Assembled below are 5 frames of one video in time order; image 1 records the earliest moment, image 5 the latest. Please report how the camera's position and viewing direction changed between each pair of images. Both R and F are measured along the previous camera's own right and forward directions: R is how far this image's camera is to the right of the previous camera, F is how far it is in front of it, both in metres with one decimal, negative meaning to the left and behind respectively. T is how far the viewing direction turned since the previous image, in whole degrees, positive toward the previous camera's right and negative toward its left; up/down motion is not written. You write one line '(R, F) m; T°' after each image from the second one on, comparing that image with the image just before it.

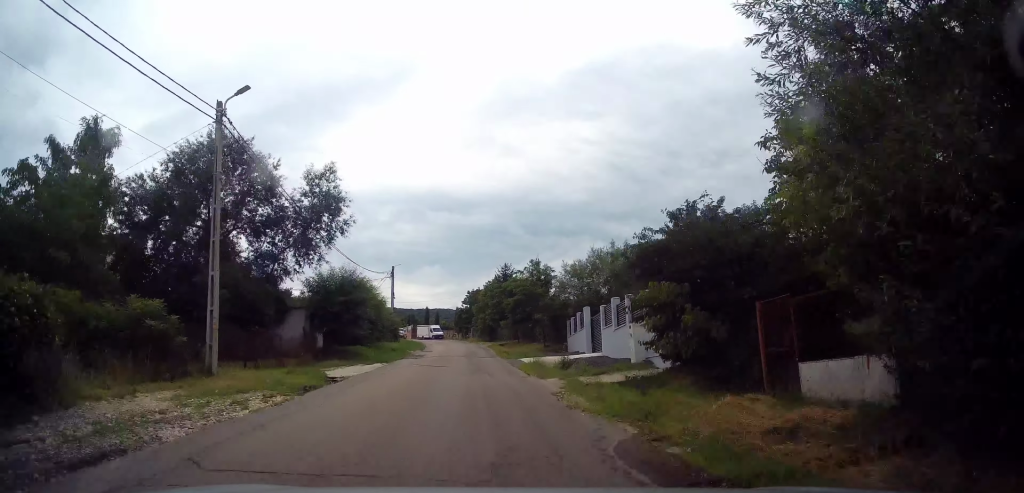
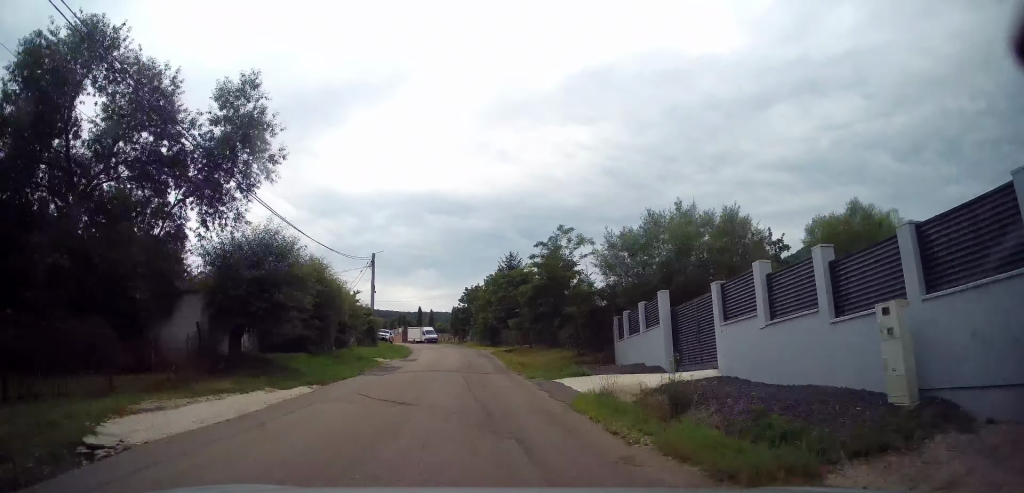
(0.0, +11.9) m; 0°
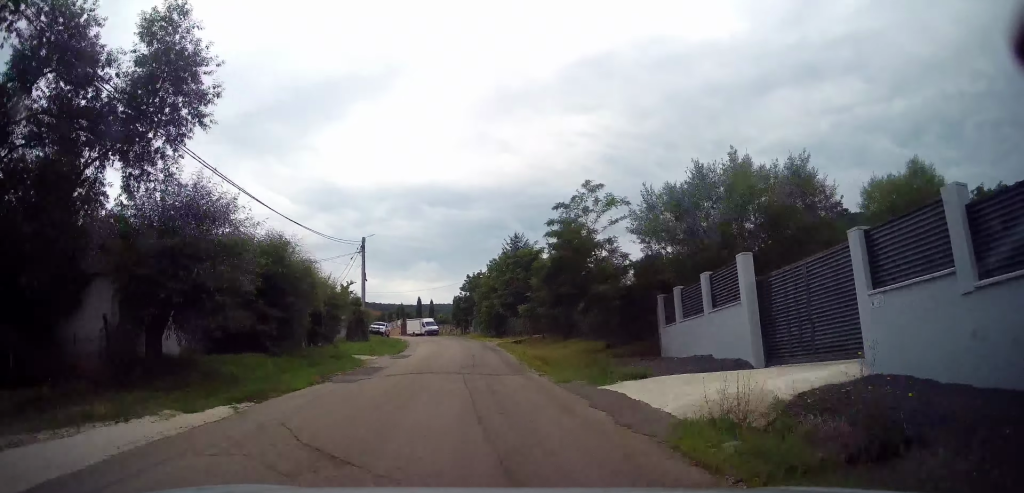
(0.0, +5.3) m; 0°
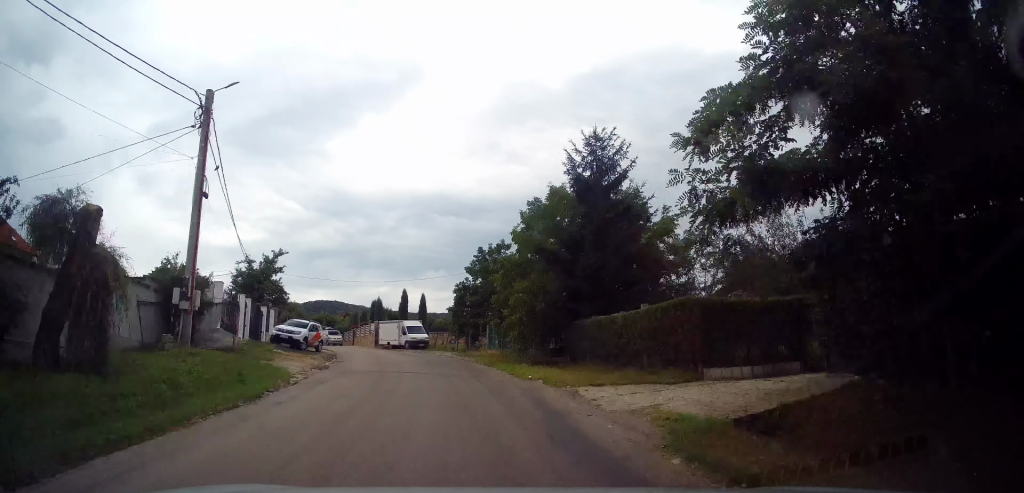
(+0.1, +30.1) m; +1°
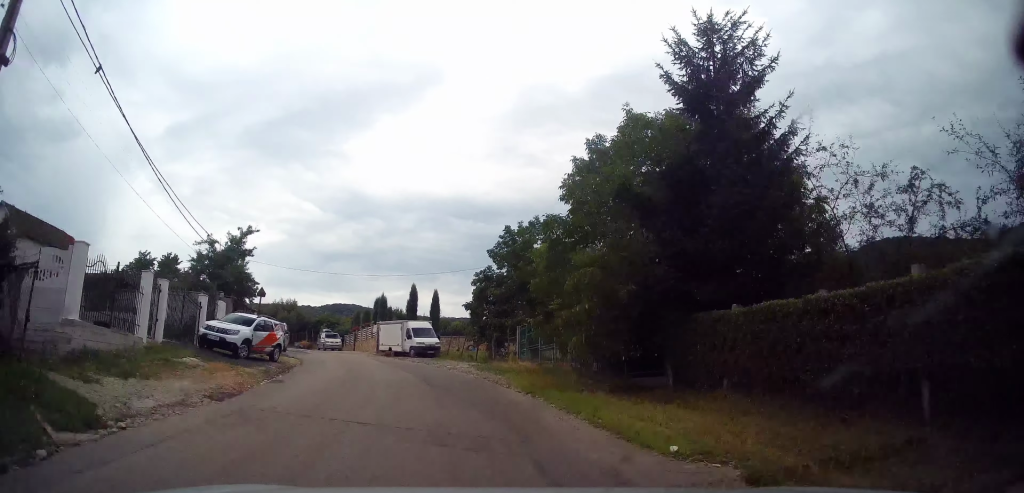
(+0.3, +9.5) m; -4°
